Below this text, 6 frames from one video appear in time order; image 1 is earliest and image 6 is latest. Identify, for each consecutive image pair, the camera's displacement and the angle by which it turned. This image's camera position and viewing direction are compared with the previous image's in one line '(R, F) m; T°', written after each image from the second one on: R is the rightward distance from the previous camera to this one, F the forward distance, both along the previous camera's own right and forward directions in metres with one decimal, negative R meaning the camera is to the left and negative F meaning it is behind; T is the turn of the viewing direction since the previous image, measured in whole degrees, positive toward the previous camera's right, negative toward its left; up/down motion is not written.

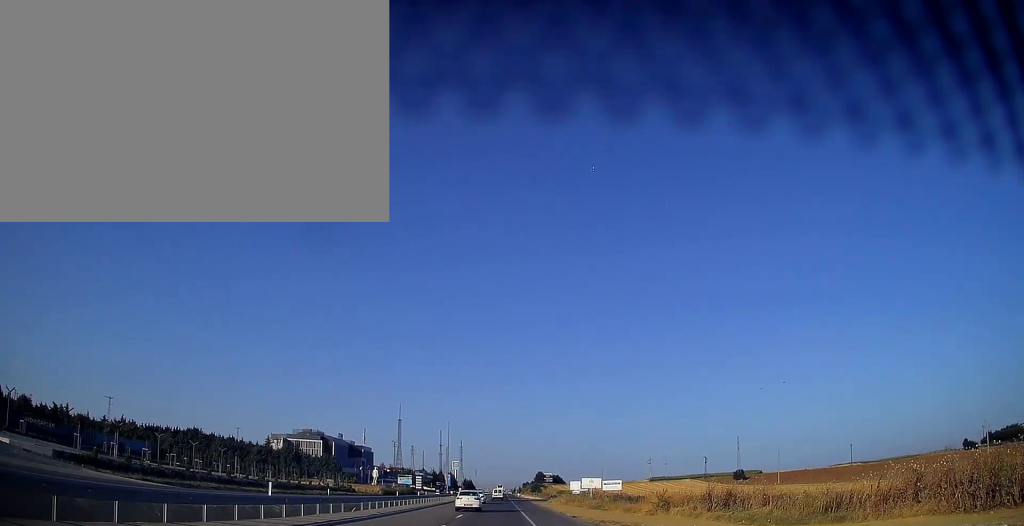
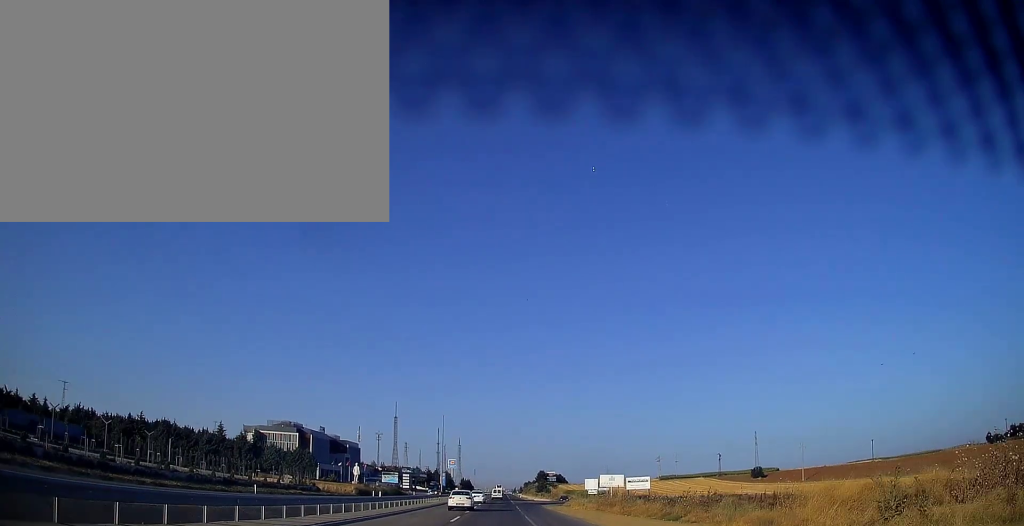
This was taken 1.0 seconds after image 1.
(0.0, +24.1) m; 0°
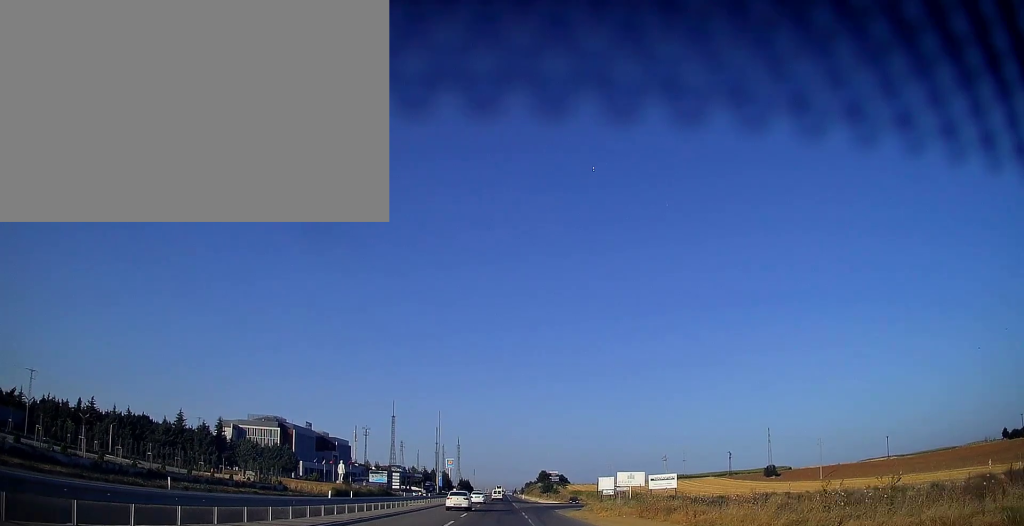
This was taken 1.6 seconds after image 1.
(+0.1, +15.5) m; 0°
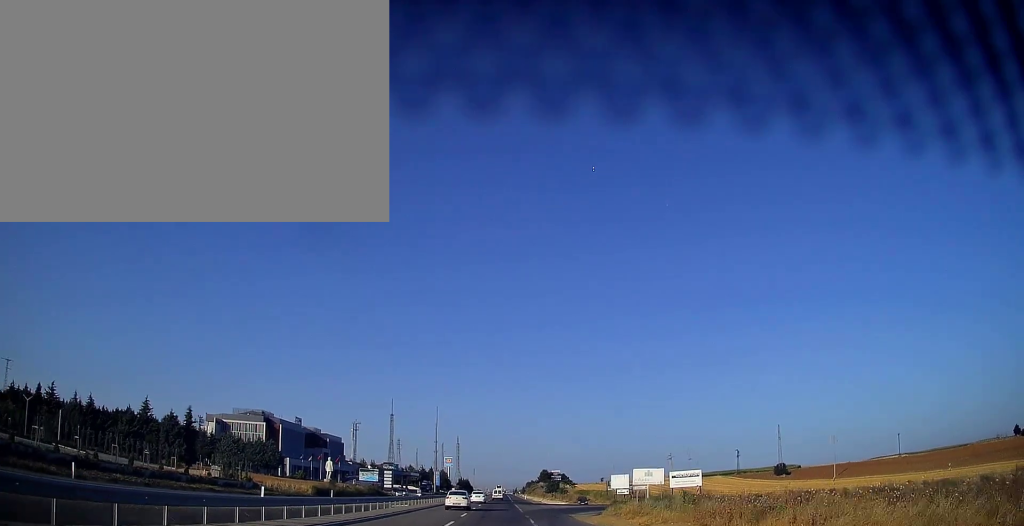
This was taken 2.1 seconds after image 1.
(0.0, +10.7) m; 0°
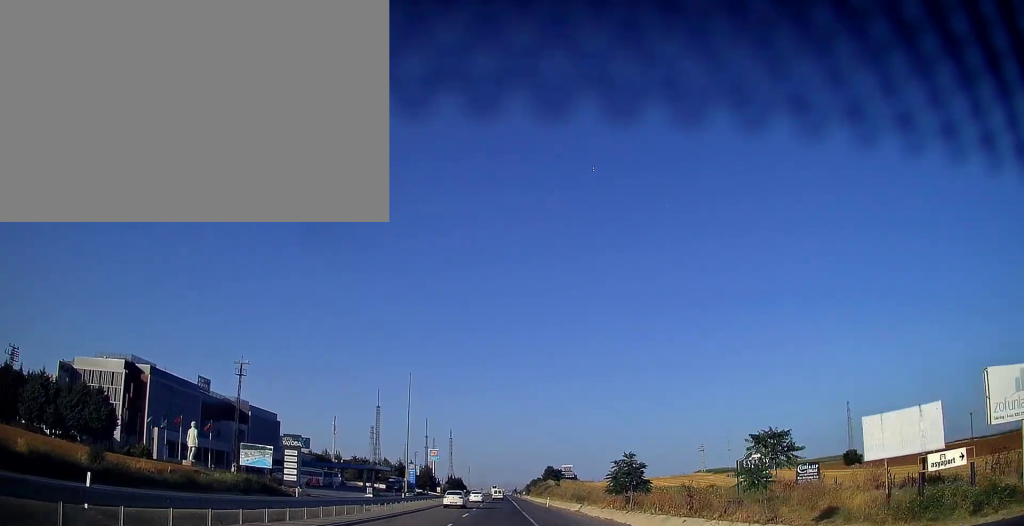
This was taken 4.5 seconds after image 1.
(-0.3, +61.9) m; 0°
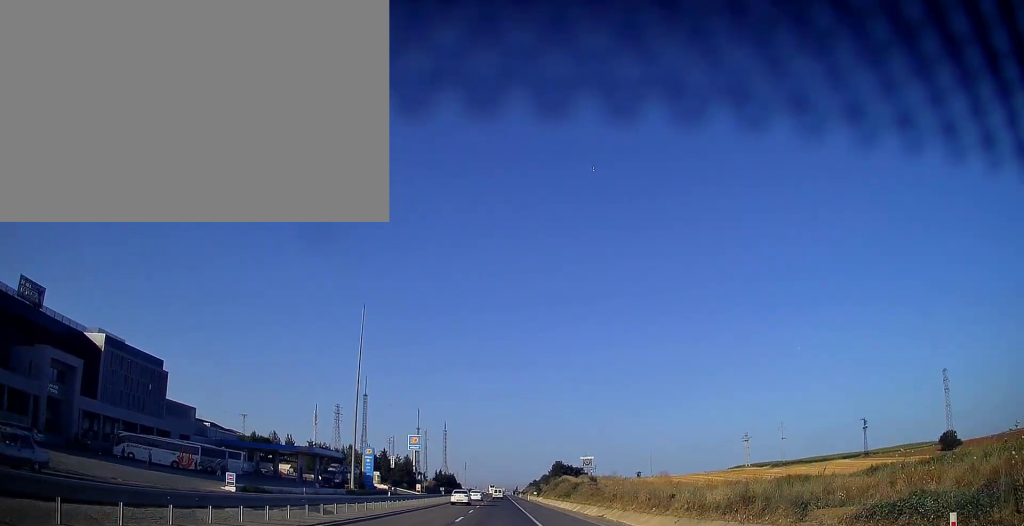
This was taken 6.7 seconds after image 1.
(-0.1, +56.3) m; 0°
